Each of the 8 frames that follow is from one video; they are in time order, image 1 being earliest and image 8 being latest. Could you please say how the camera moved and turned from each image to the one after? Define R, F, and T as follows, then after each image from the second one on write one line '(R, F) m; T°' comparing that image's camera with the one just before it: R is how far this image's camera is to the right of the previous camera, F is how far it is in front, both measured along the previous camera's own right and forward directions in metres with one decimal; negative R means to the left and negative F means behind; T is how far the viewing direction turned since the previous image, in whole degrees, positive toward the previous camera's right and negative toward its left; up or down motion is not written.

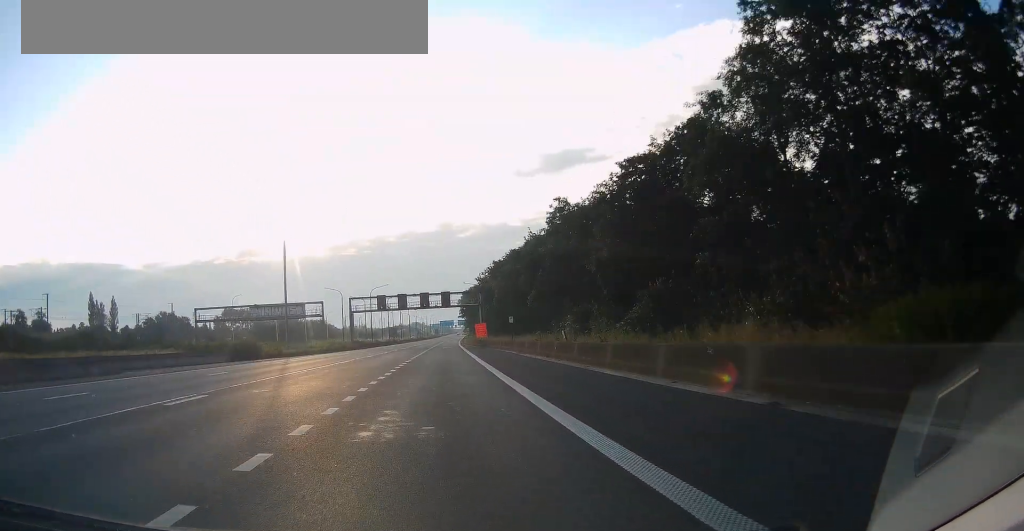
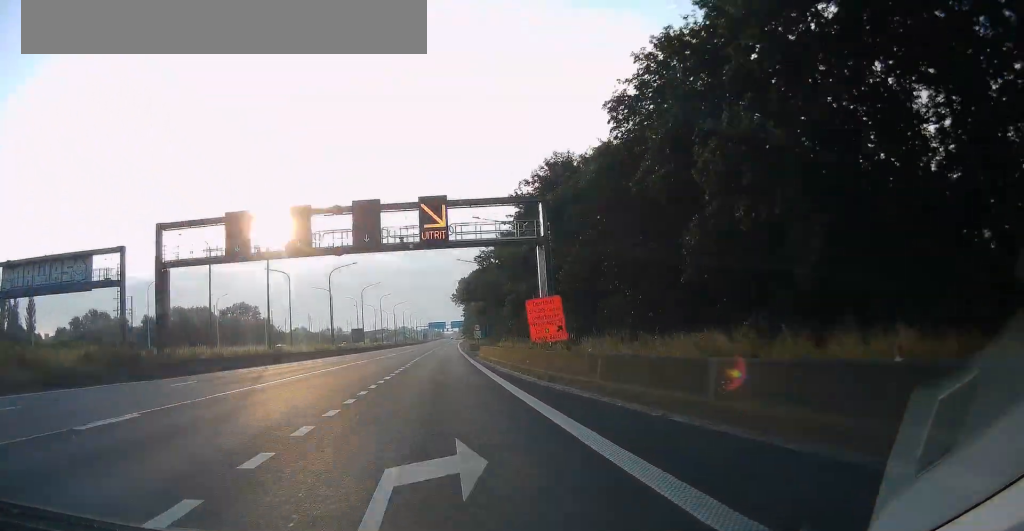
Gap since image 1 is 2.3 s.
(+1.4, +80.4) m; +2°
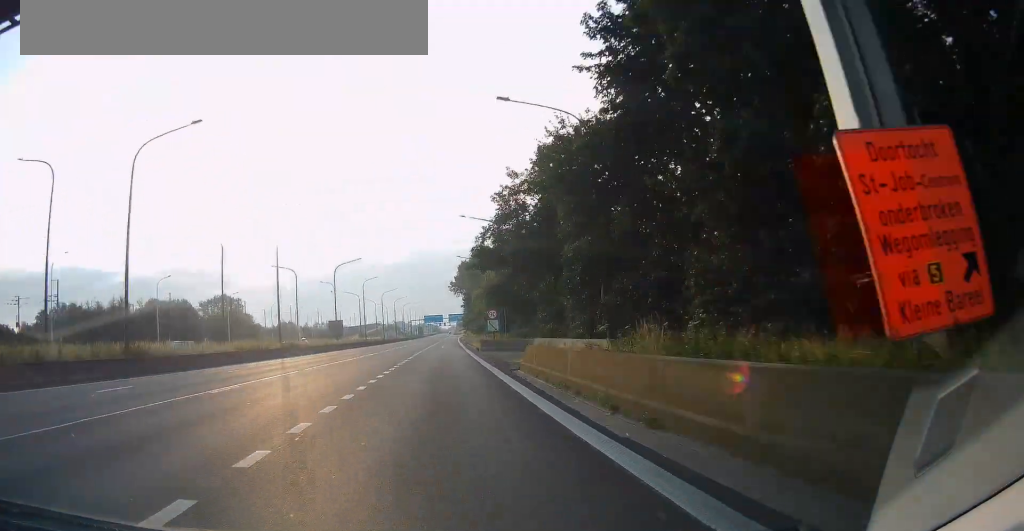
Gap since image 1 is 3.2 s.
(0.0, +30.6) m; 0°
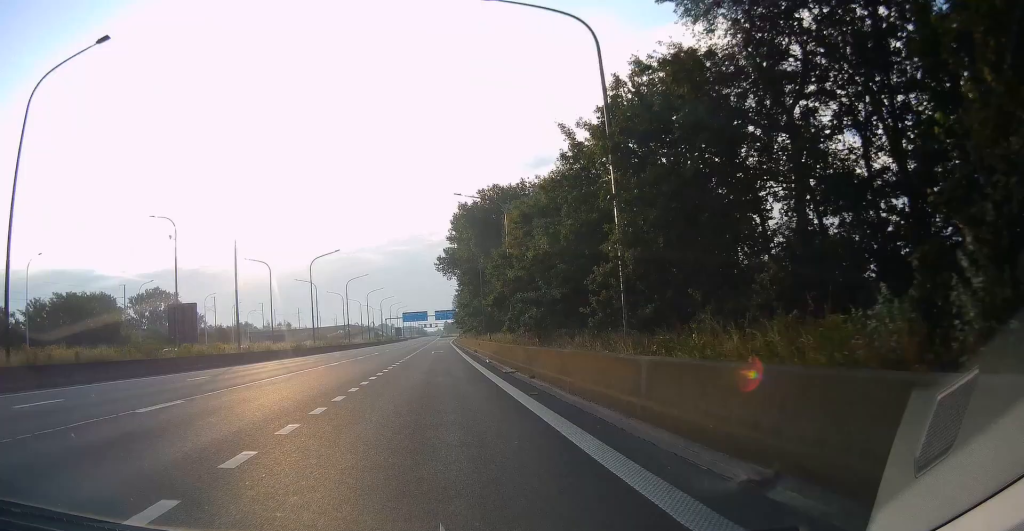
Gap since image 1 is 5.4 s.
(+0.4, +78.2) m; 0°
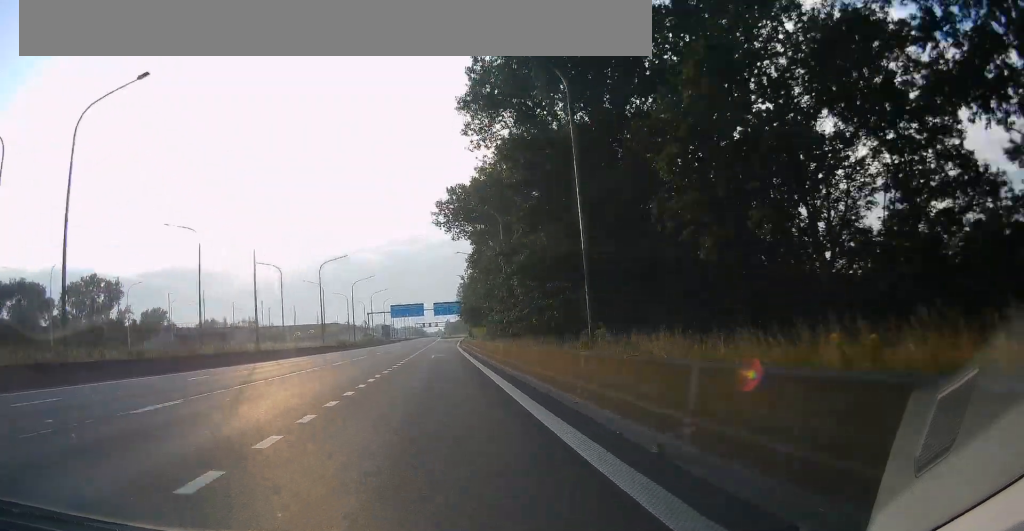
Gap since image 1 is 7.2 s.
(-0.4, +61.7) m; +1°
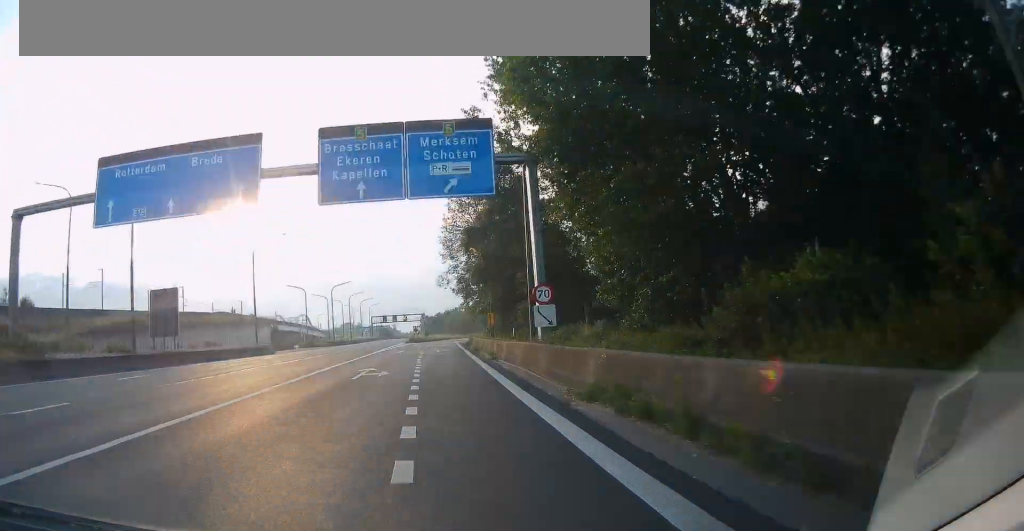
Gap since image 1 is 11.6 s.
(+2.6, +151.1) m; +1°
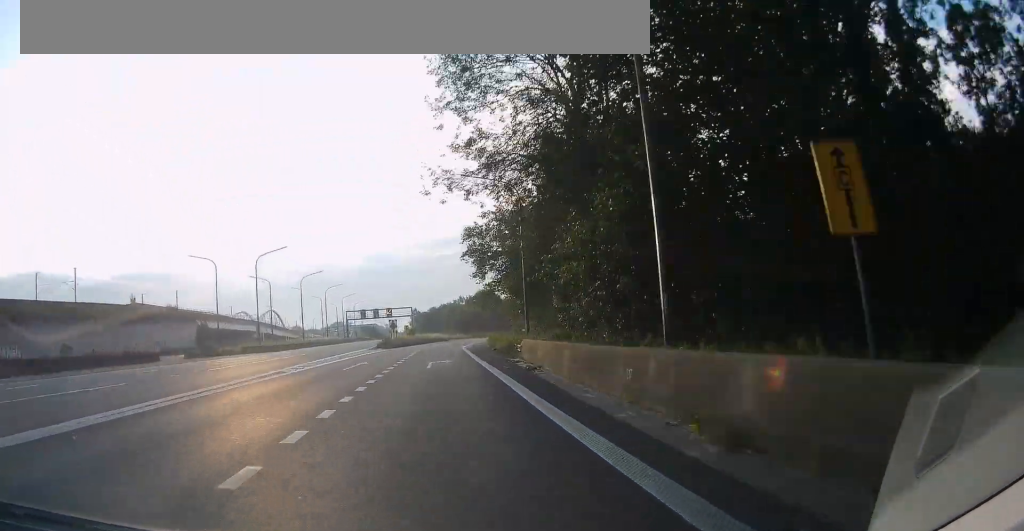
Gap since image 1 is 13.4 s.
(0.0, +56.1) m; 0°
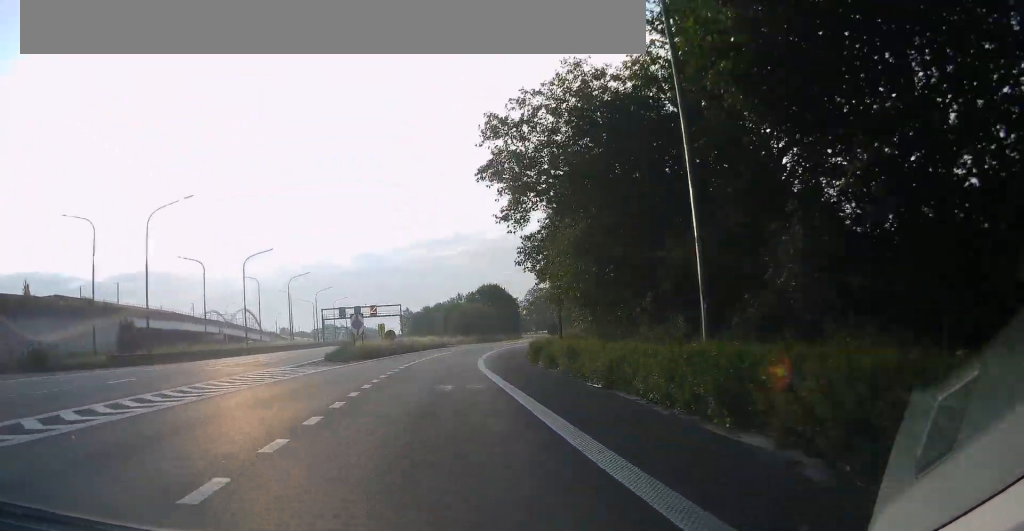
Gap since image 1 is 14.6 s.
(+0.2, +35.2) m; +1°
